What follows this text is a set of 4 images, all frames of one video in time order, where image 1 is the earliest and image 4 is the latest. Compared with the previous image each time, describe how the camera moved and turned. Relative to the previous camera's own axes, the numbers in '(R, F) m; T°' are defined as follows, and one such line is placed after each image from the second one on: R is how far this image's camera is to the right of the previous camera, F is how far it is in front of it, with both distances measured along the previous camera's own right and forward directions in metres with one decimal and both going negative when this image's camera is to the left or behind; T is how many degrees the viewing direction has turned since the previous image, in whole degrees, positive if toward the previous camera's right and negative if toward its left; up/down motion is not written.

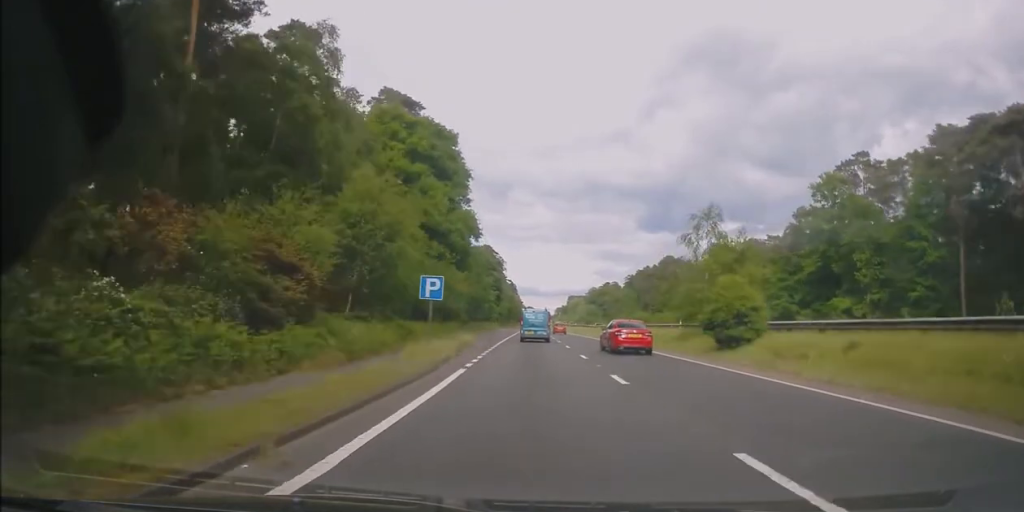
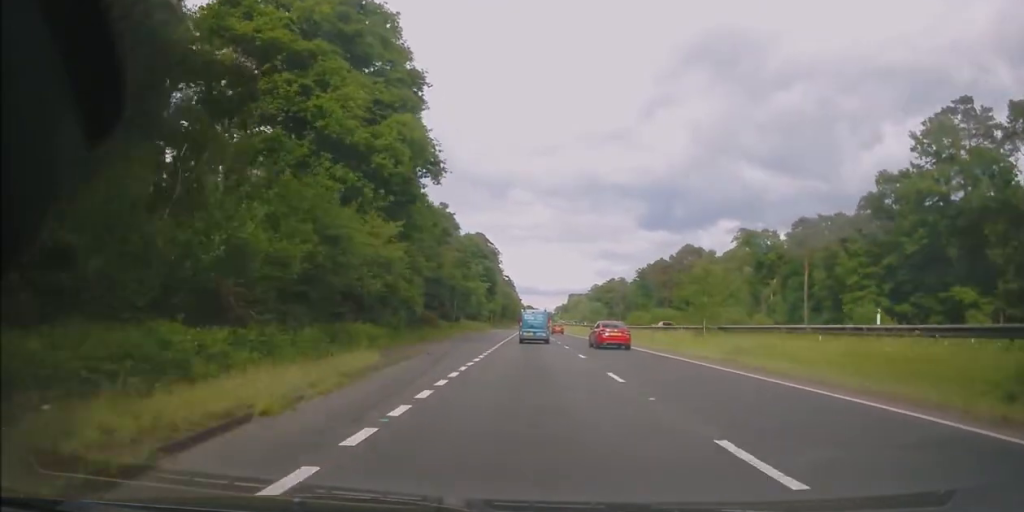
(-0.3, +25.8) m; -1°
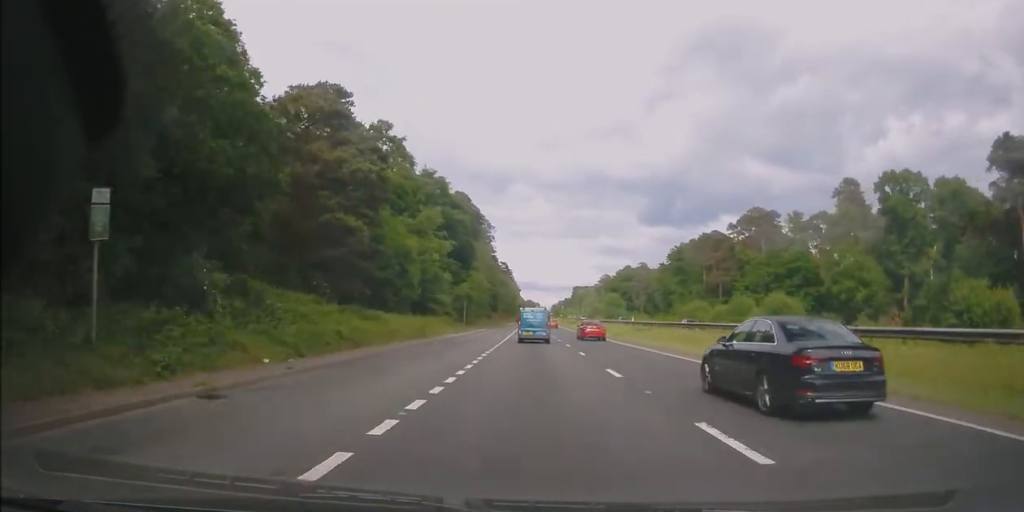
(+0.8, +52.0) m; 0°
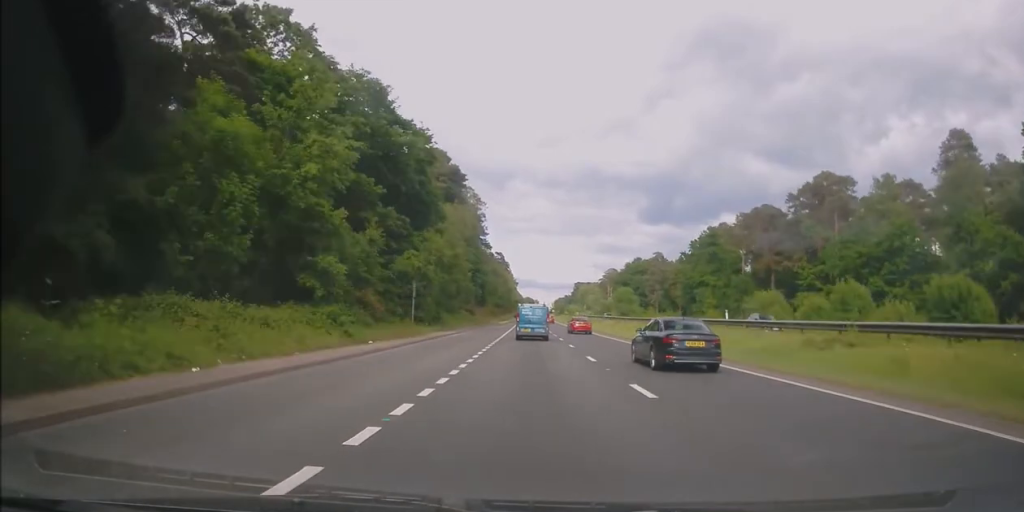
(-0.7, +30.6) m; 0°
